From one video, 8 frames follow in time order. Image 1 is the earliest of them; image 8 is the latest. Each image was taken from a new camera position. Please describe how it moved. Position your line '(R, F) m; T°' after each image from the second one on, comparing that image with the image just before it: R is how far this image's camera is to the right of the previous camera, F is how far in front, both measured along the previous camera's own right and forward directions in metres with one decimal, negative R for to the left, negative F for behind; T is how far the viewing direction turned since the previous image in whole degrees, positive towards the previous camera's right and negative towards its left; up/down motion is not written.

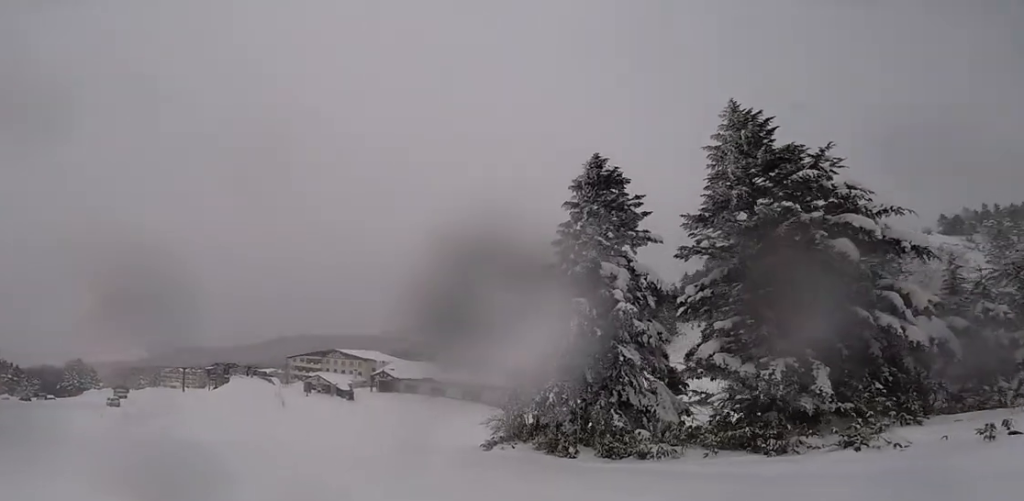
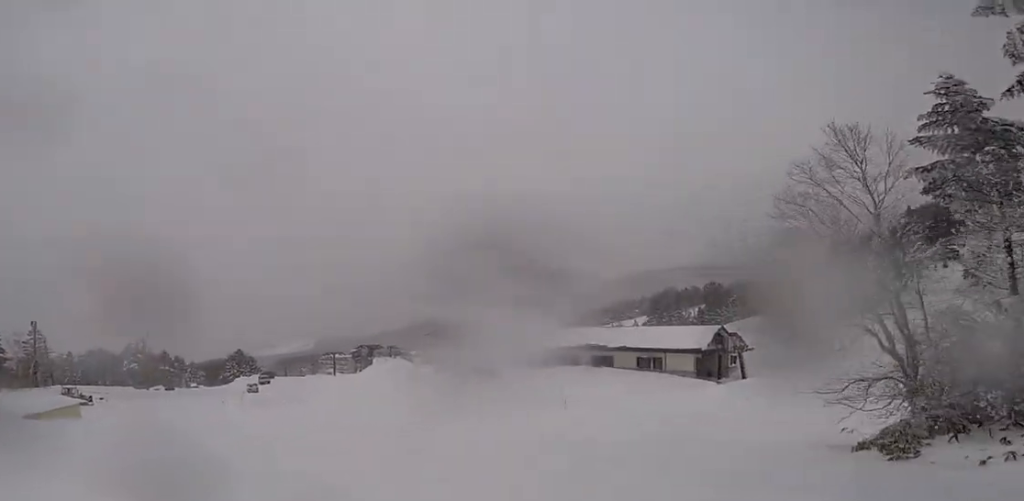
(-1.4, +14.3) m; -9°
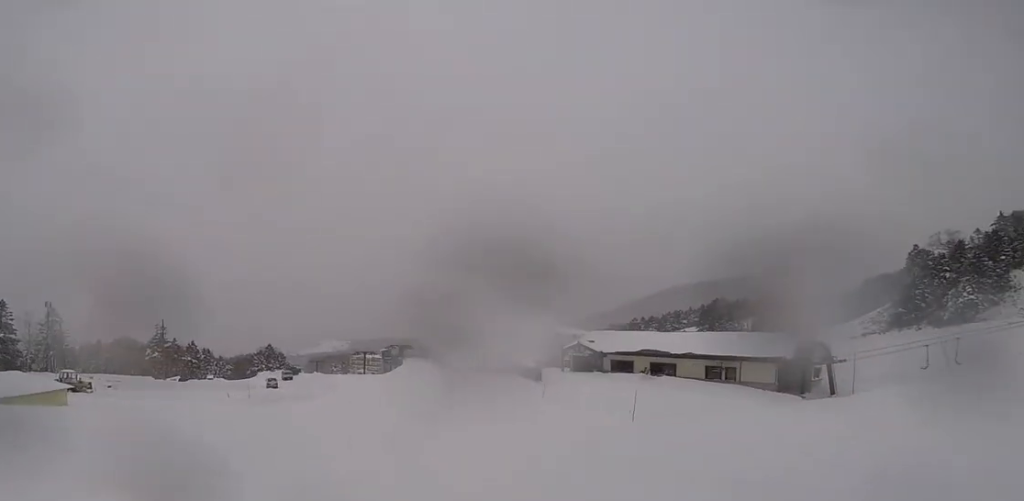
(-0.3, +7.9) m; -3°
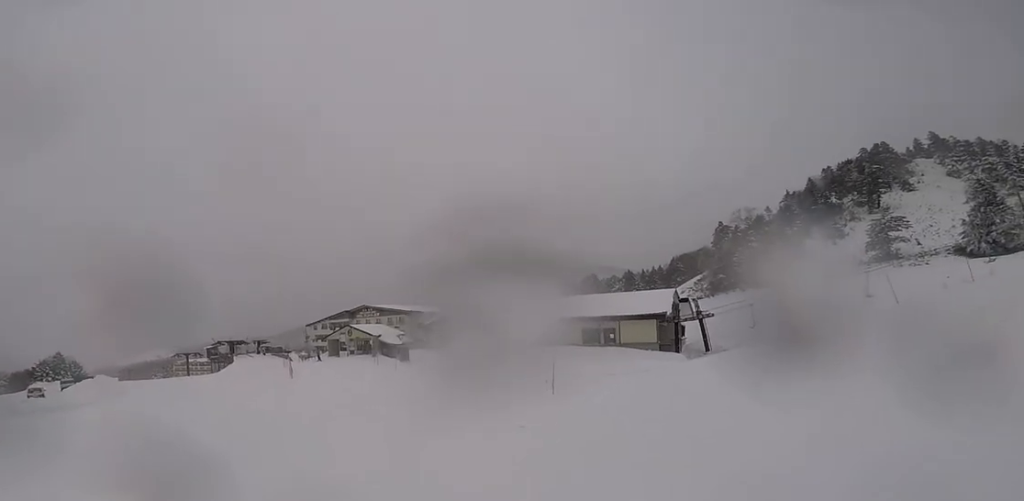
(-0.2, +12.6) m; +4°
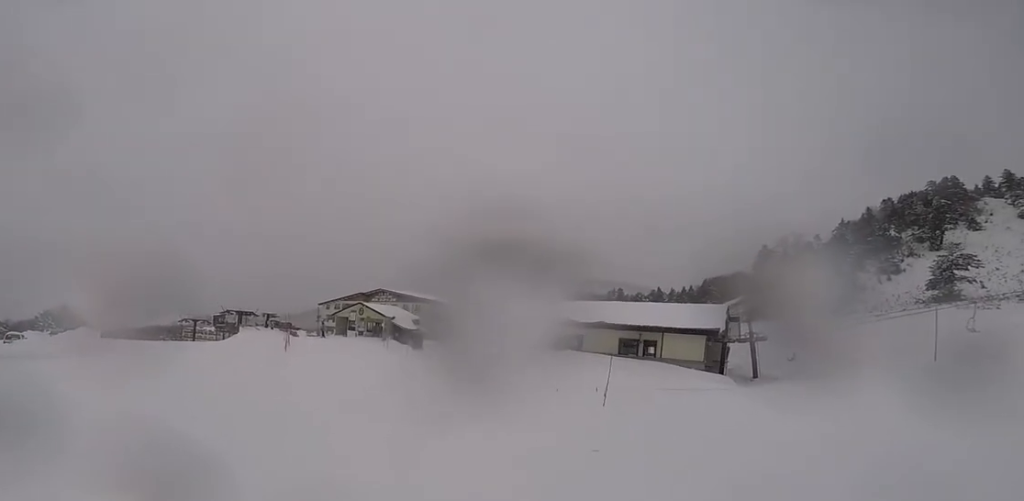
(+0.3, +5.3) m; +6°
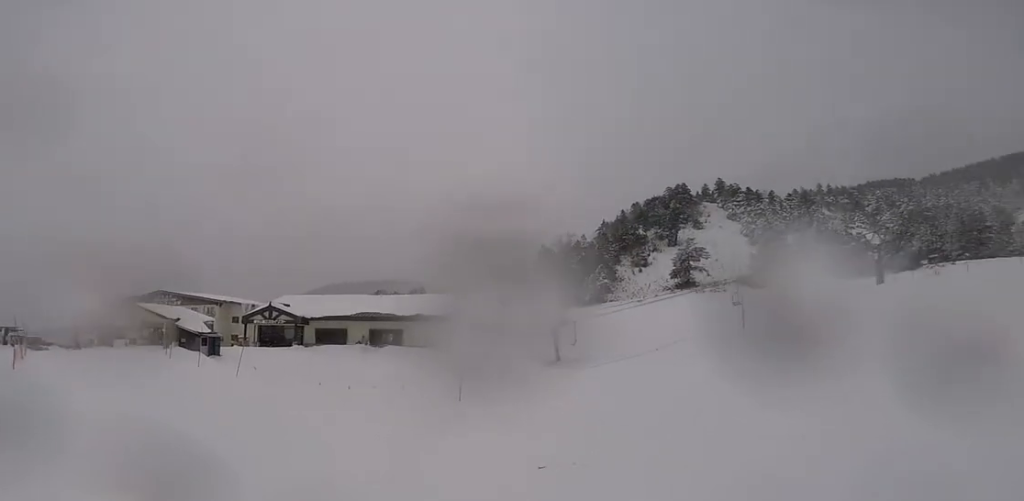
(-0.1, +4.4) m; +5°
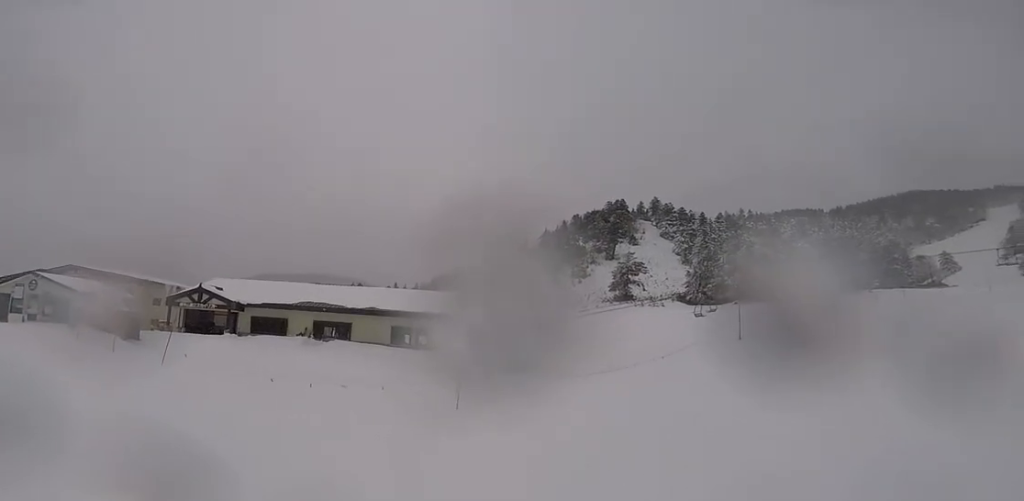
(+0.5, +3.7) m; 0°
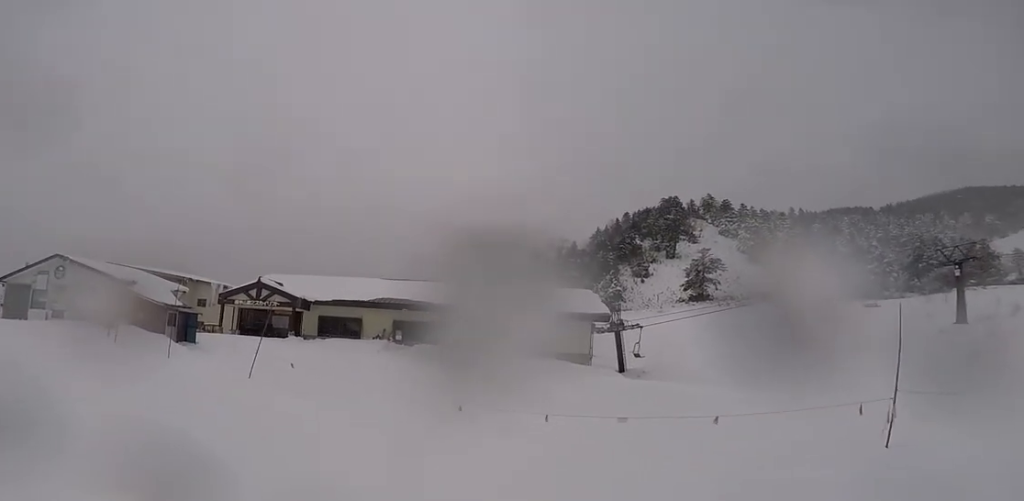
(-0.3, +9.4) m; -9°
